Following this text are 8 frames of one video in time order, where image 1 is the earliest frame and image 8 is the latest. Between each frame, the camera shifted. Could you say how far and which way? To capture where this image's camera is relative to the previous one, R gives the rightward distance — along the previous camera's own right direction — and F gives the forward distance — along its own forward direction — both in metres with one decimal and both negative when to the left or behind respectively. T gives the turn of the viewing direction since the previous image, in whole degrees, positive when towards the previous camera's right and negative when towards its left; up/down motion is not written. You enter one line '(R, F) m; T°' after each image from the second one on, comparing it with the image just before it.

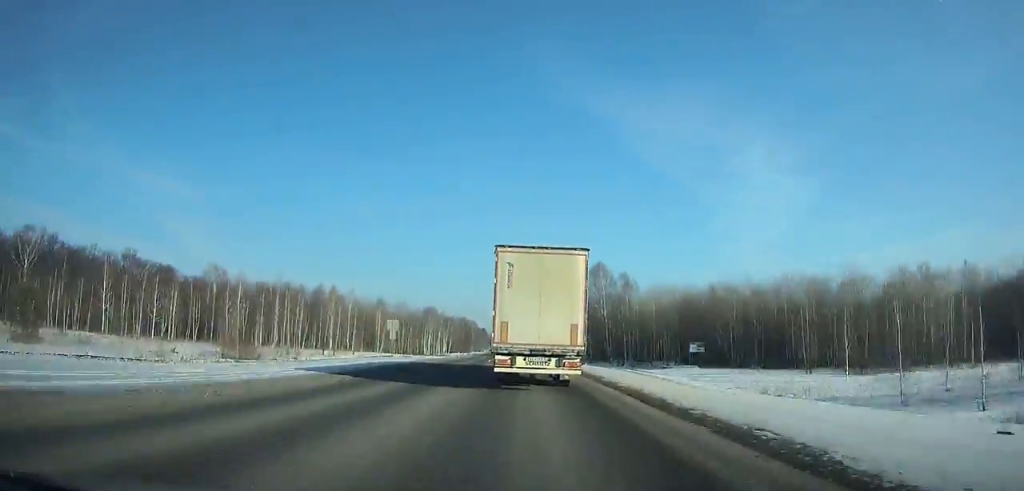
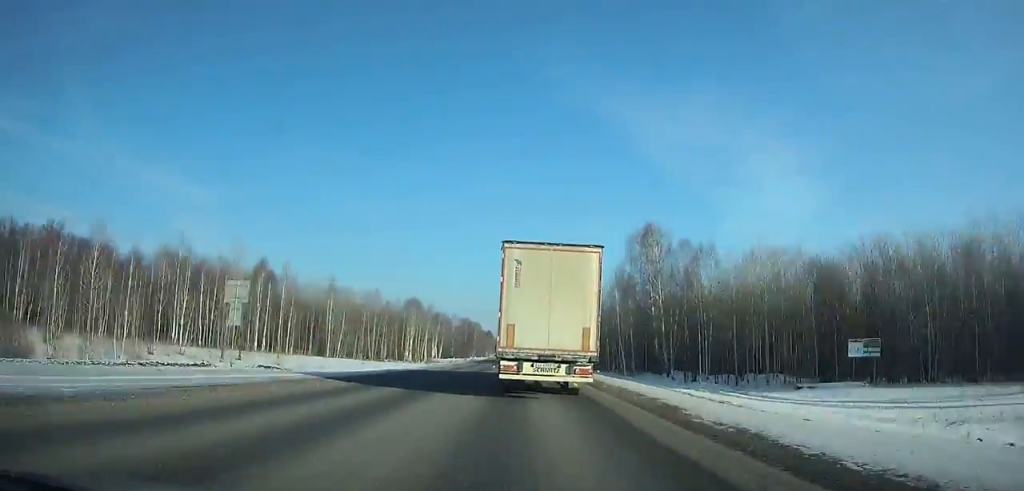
(-0.3, +37.2) m; -1°
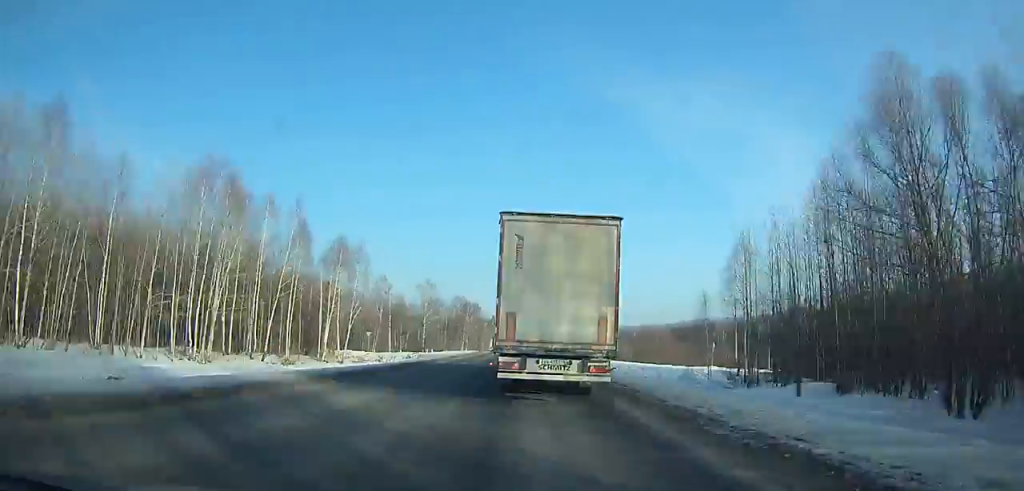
(-1.1, +86.9) m; -1°
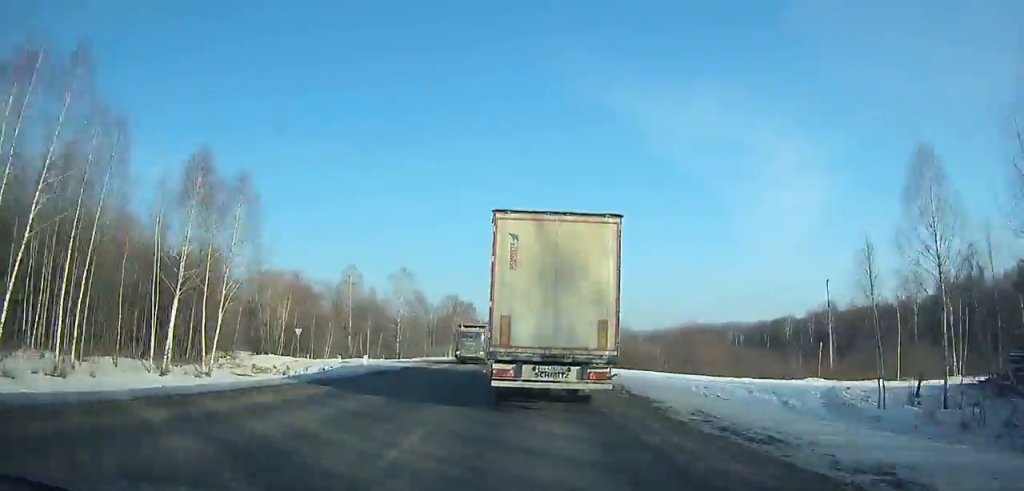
(-0.1, +27.4) m; 0°
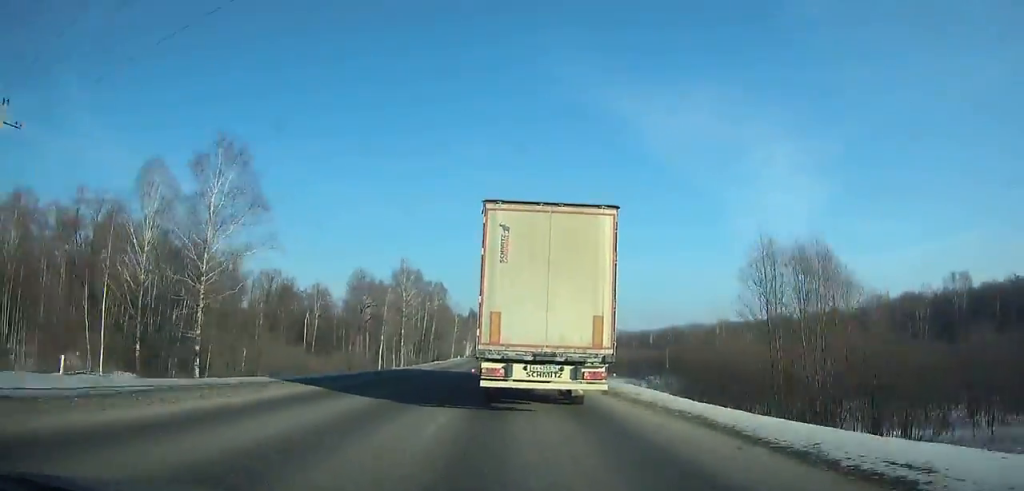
(+0.2, +68.5) m; 0°
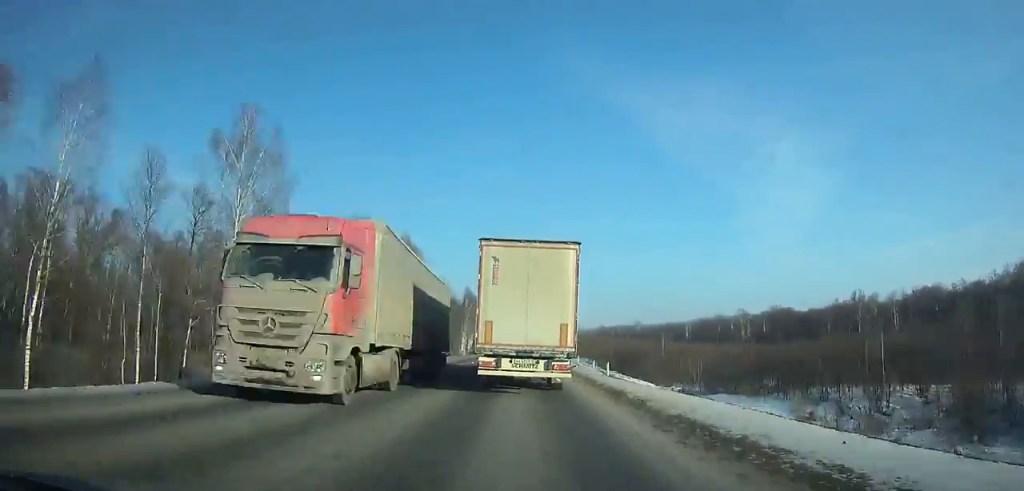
(-0.2, +60.9) m; 0°
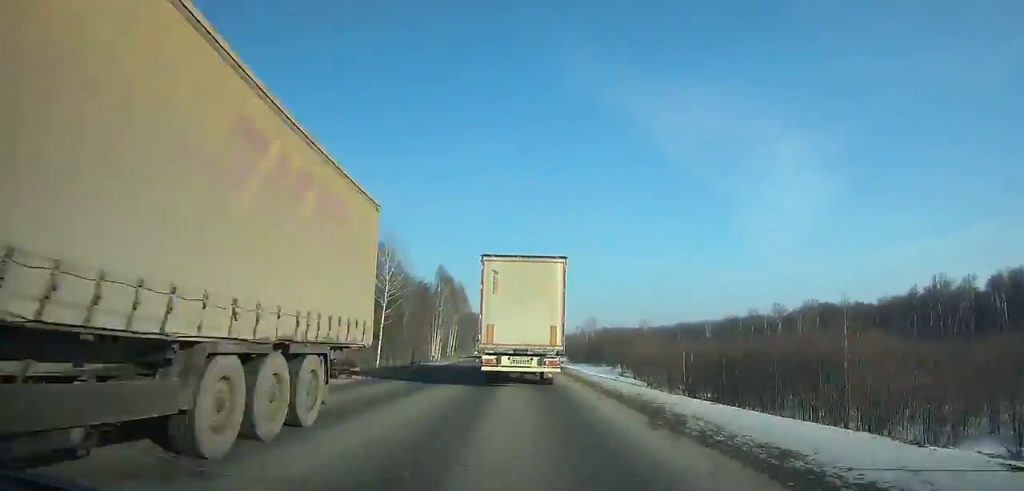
(+0.1, +47.2) m; 0°
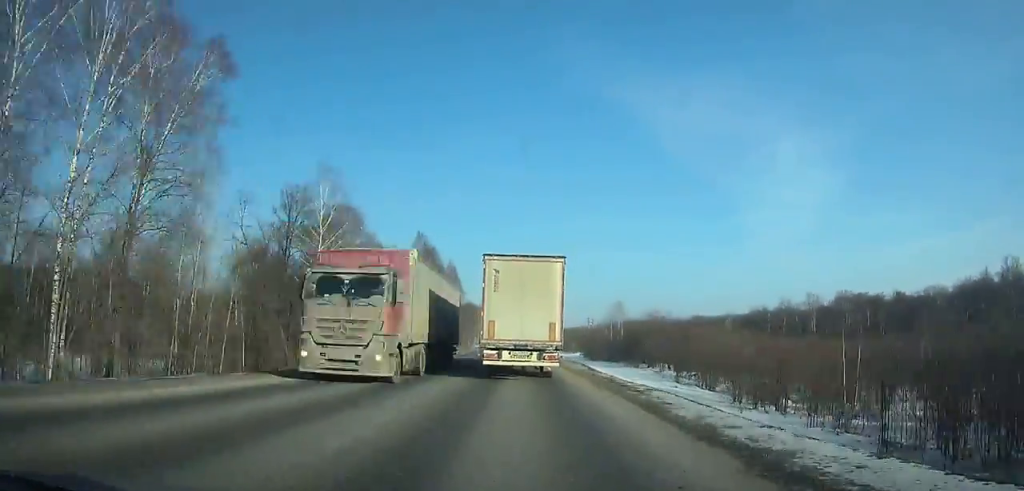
(-0.2, +27.9) m; 0°
